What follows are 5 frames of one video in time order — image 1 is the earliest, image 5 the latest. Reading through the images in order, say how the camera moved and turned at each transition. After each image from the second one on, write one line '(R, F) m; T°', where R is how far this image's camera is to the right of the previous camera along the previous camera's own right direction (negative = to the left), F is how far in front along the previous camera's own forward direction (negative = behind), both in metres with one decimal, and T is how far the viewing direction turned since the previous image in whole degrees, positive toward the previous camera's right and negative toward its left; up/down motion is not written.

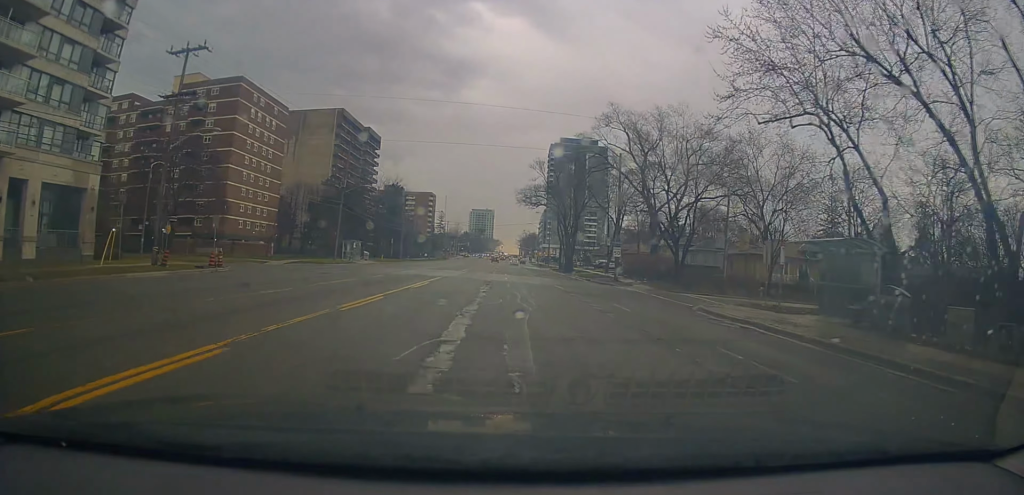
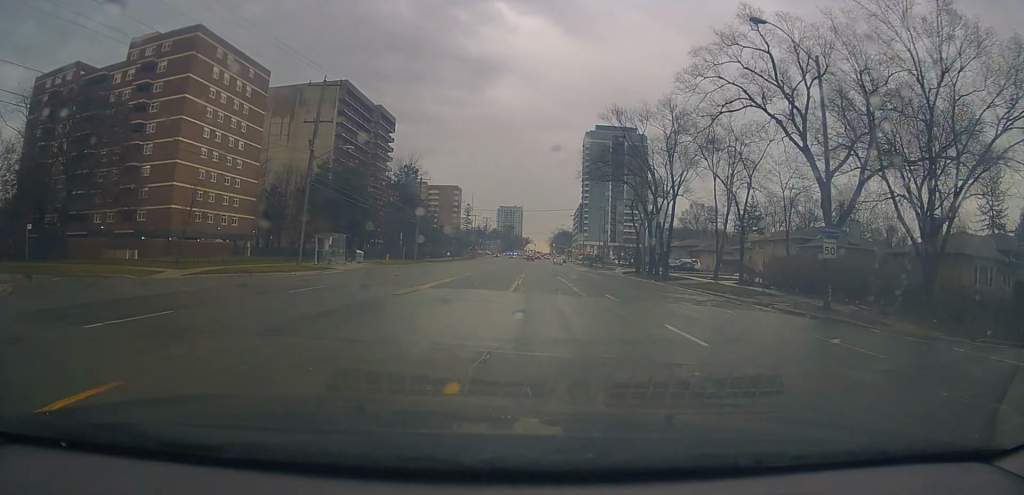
(-0.3, +25.9) m; -4°
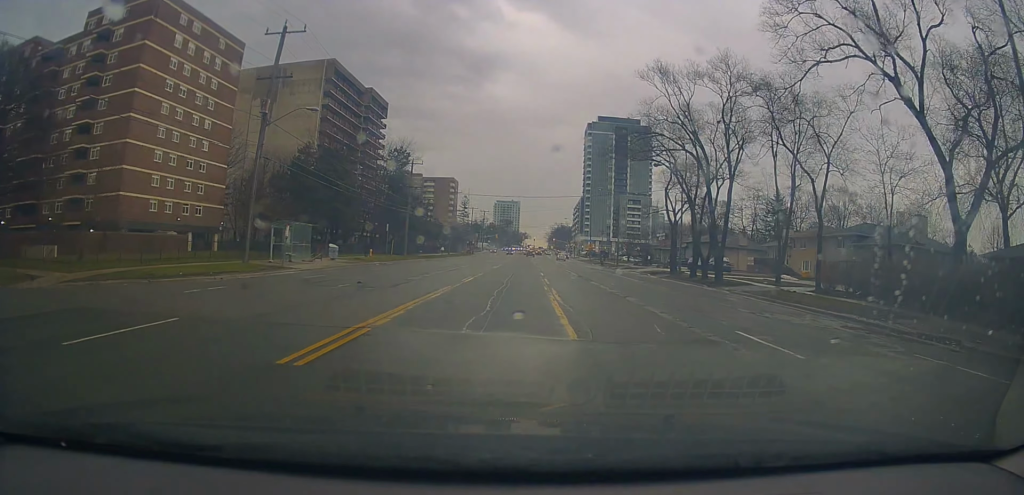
(-0.7, +11.2) m; -4°
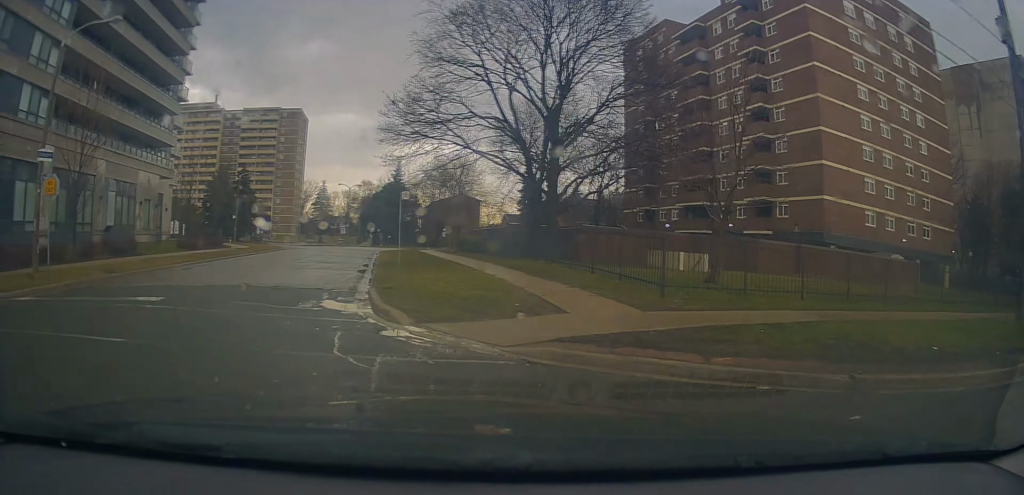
(-5.3, +14.2) m; -68°
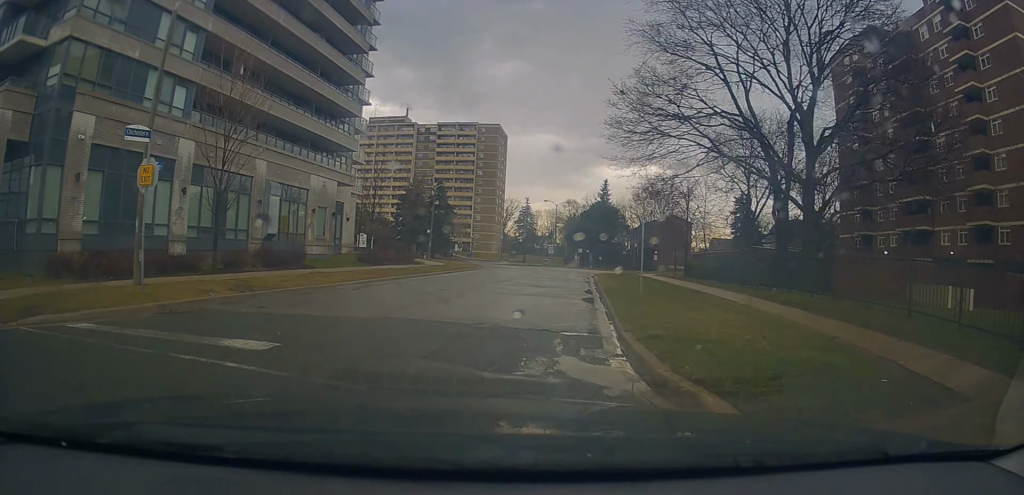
(-1.4, +4.4) m; -17°
